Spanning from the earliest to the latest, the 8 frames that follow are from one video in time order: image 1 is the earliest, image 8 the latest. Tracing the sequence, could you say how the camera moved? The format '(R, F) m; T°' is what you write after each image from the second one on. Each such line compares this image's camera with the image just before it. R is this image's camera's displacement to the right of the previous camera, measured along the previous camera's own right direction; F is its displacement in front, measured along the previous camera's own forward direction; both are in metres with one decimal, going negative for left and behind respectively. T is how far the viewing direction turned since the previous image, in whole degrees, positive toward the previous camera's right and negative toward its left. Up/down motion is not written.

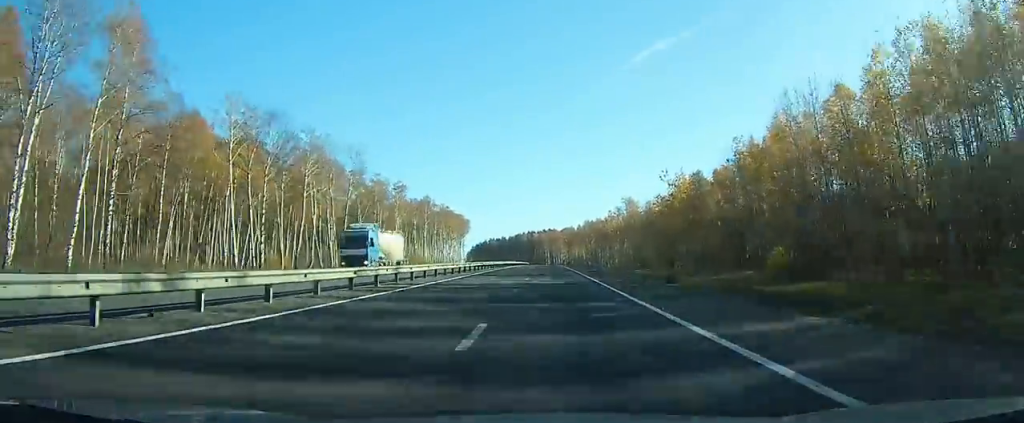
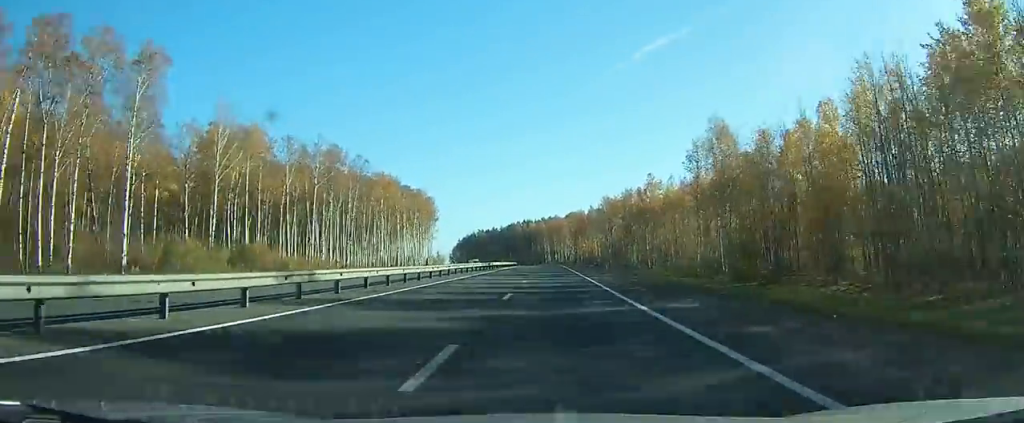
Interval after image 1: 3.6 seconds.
(+0.3, +87.0) m; 0°
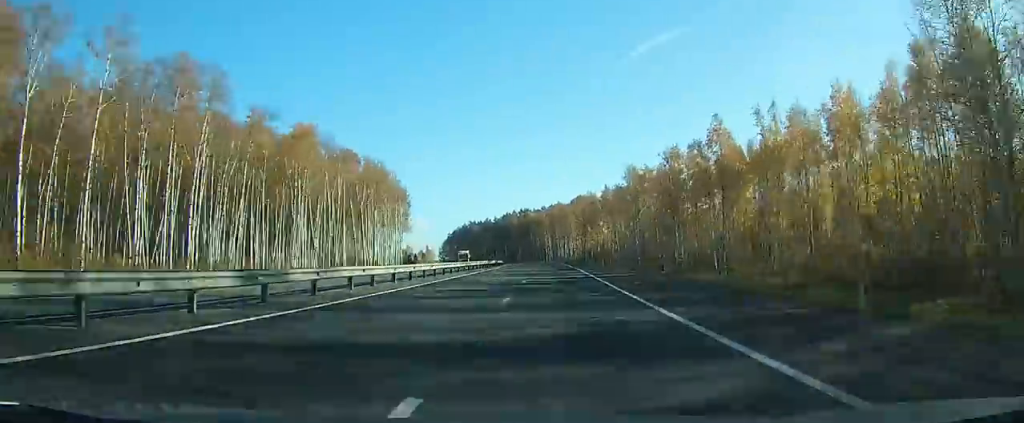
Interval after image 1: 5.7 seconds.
(-0.1, +52.1) m; 0°
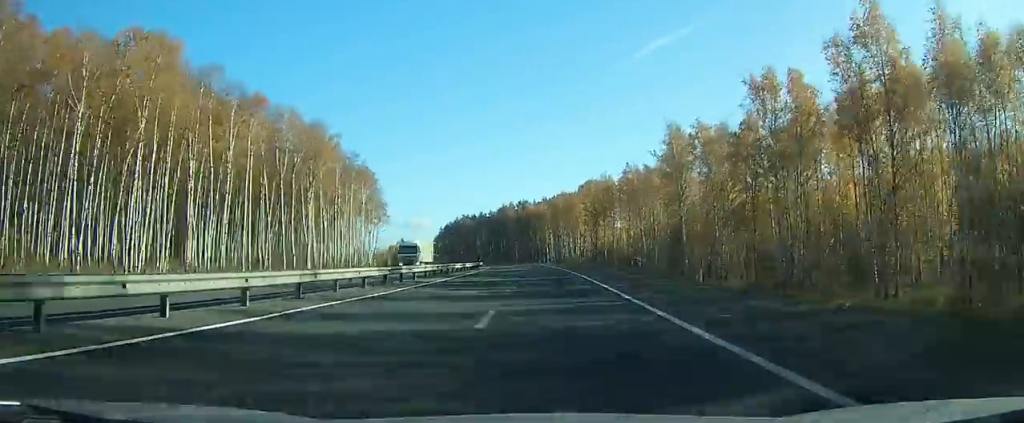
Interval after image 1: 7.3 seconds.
(-0.2, +39.0) m; -1°
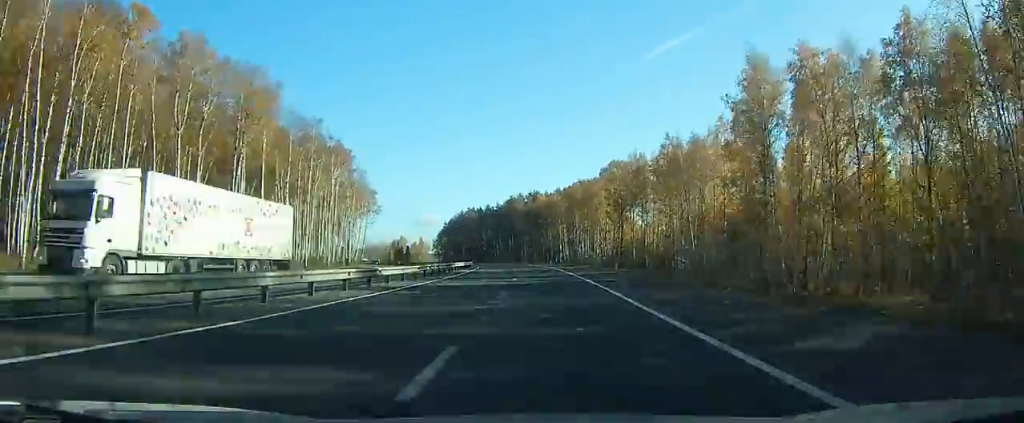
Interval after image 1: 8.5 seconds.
(+0.1, +28.3) m; -1°
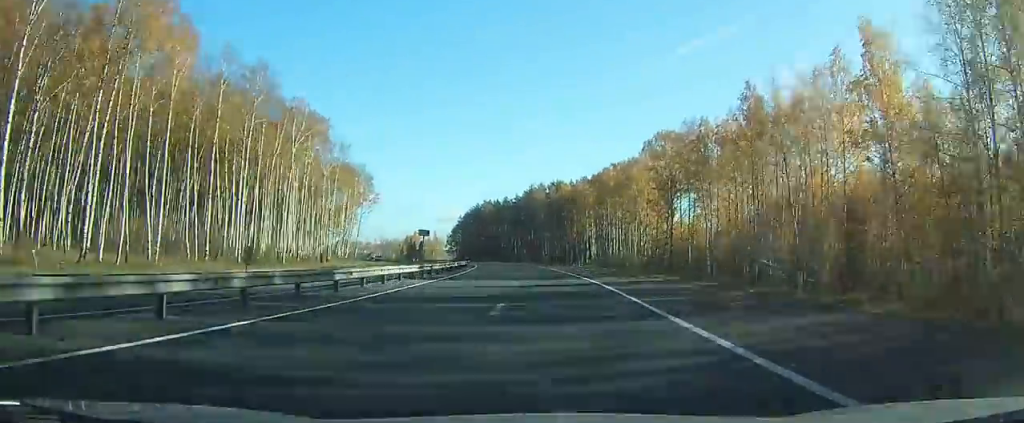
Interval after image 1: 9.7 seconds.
(-0.6, +26.0) m; -2°
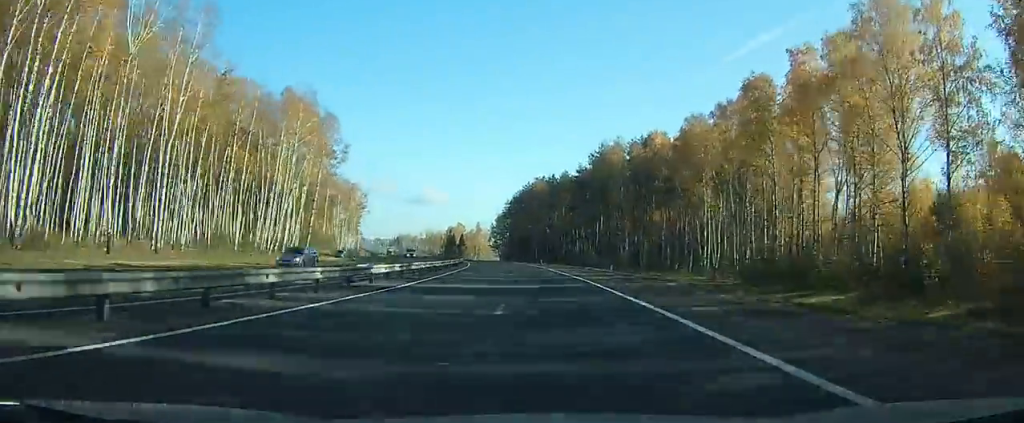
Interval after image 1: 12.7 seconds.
(-2.4, +61.7) m; -5°
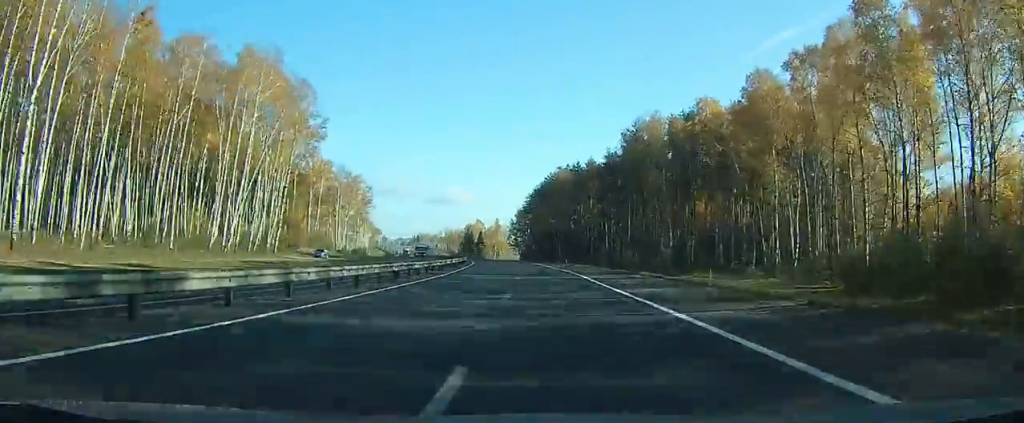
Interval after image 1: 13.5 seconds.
(-0.6, +18.5) m; -2°
